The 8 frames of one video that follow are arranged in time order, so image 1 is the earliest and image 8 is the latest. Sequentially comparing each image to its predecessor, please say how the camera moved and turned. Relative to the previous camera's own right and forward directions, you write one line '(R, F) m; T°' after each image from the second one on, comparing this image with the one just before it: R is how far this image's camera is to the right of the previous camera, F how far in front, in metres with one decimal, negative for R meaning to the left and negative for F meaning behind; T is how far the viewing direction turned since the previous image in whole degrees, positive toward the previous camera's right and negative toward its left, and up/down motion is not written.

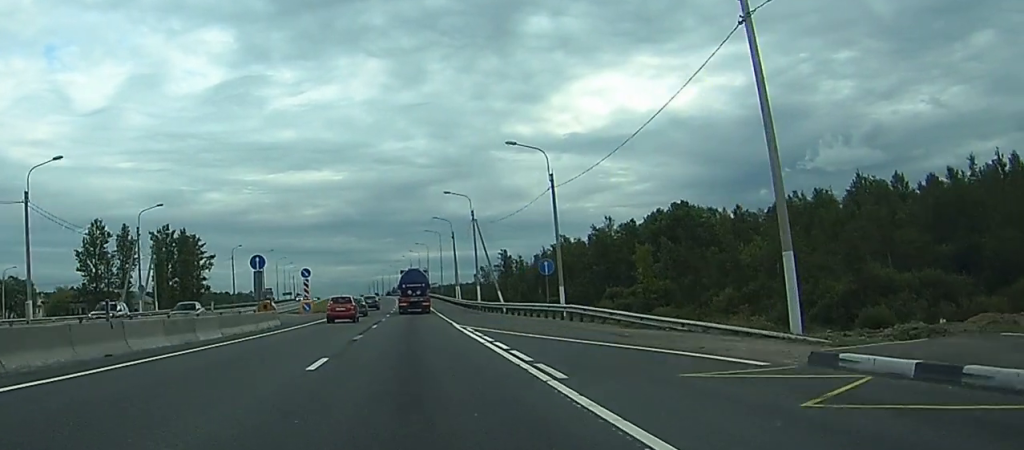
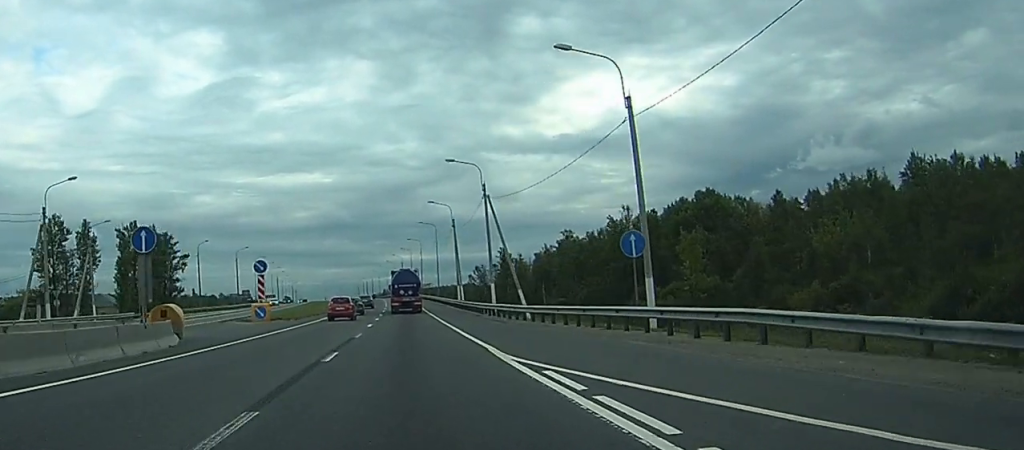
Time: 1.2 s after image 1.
(+0.5, +21.8) m; +2°
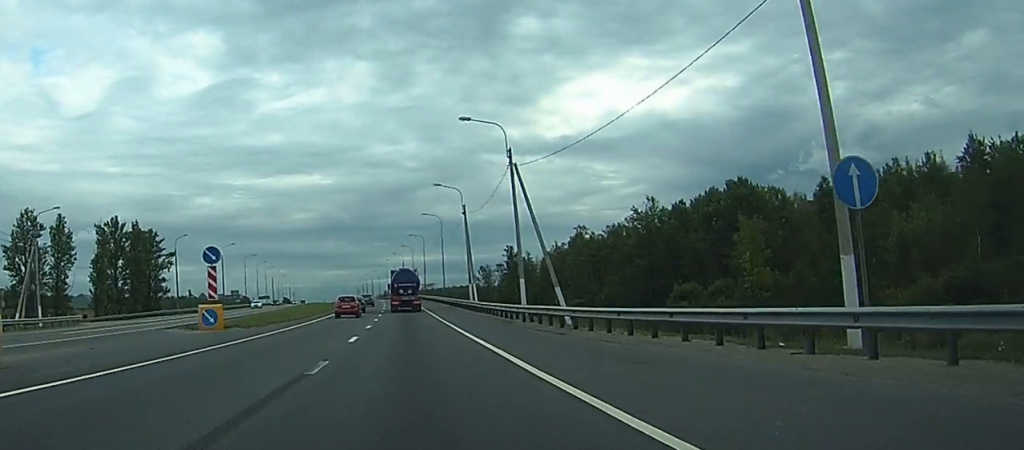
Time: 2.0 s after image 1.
(+0.1, +15.5) m; 0°
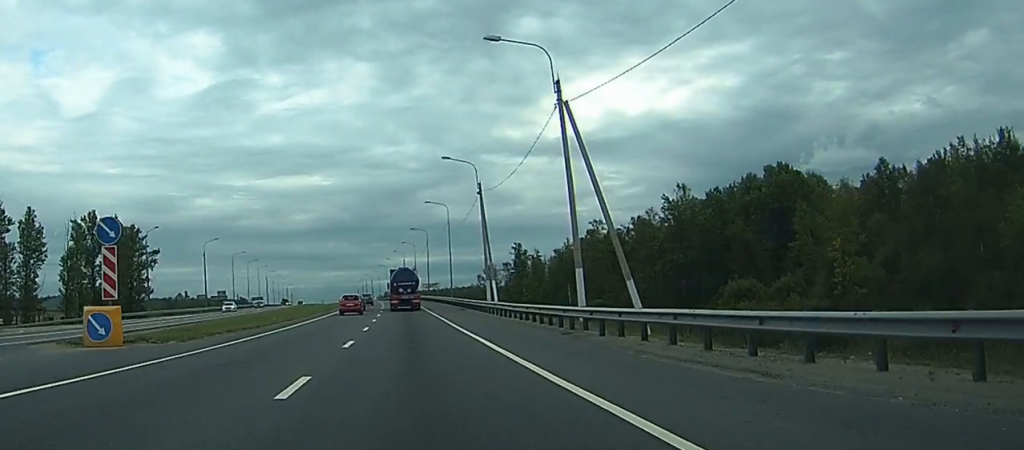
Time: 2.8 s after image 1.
(+0.1, +15.5) m; 0°
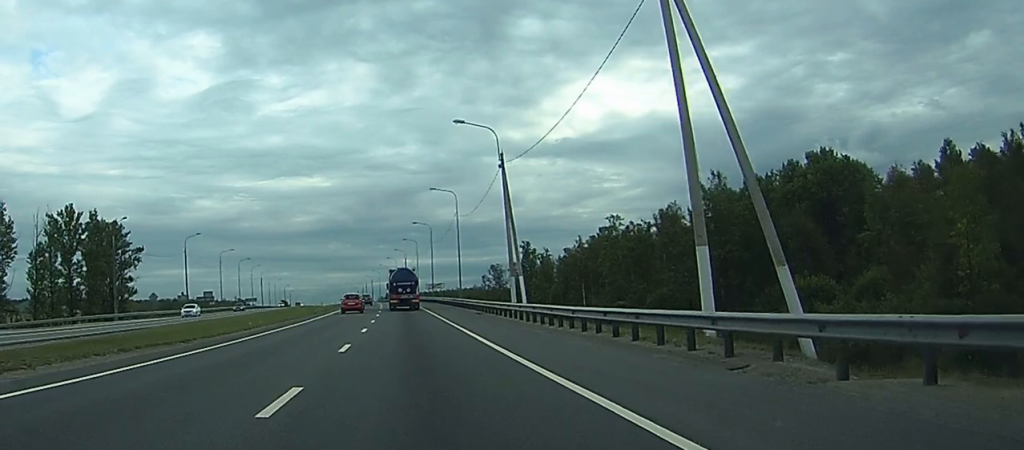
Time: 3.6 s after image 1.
(0.0, +13.9) m; 0°
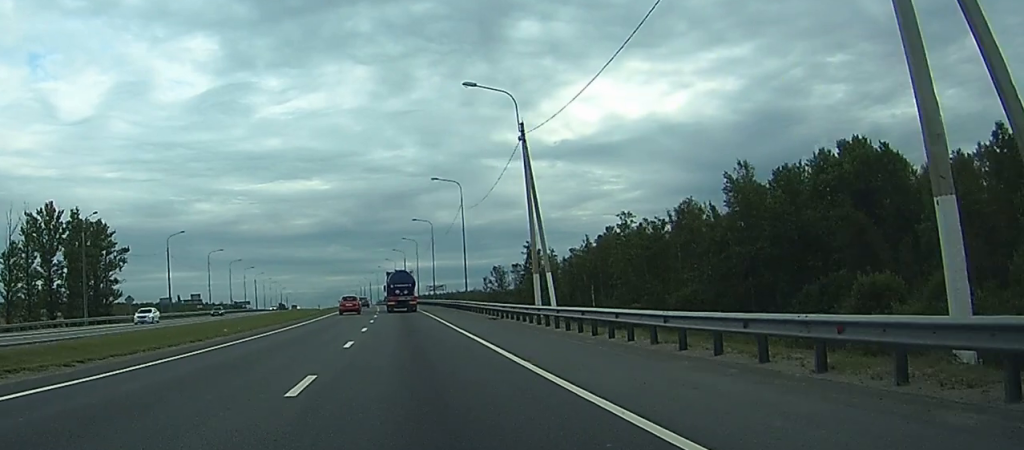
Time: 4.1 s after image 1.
(0.0, +9.6) m; 0°
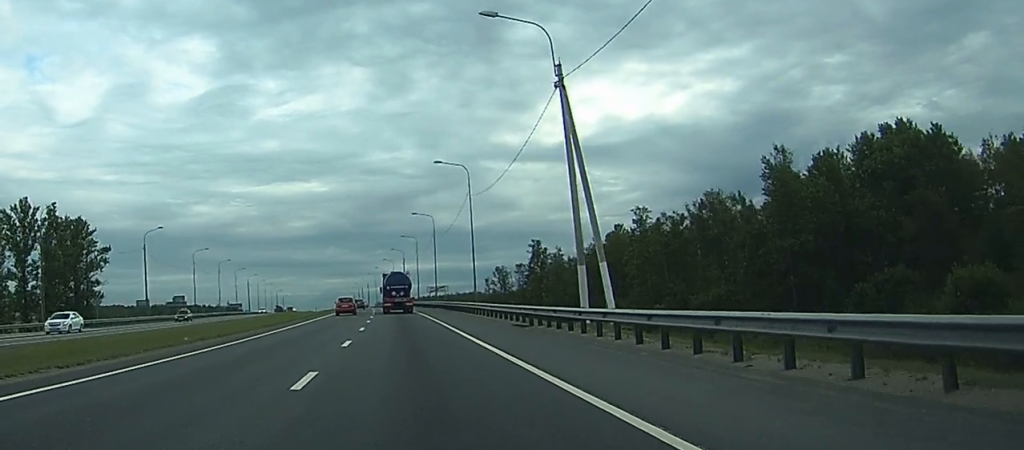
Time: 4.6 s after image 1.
(-0.1, +10.9) m; 0°
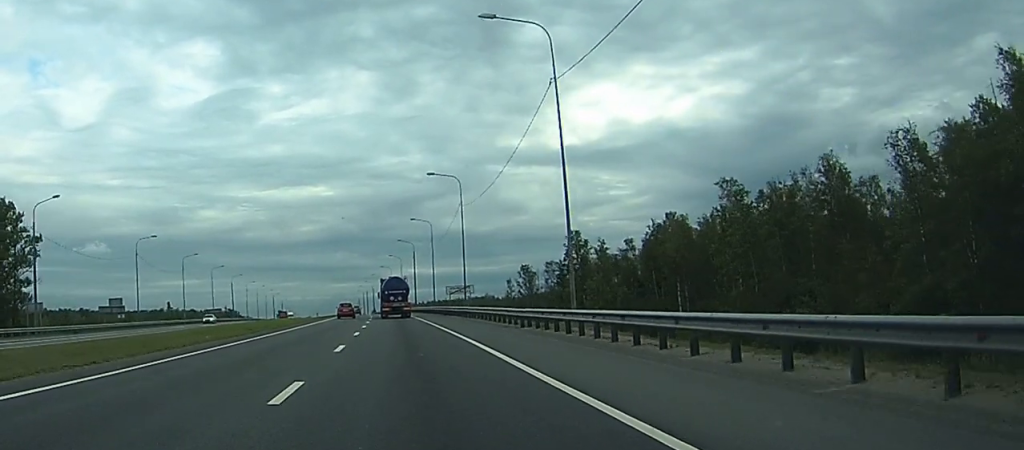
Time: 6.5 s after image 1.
(+1.0, +37.8) m; 0°
